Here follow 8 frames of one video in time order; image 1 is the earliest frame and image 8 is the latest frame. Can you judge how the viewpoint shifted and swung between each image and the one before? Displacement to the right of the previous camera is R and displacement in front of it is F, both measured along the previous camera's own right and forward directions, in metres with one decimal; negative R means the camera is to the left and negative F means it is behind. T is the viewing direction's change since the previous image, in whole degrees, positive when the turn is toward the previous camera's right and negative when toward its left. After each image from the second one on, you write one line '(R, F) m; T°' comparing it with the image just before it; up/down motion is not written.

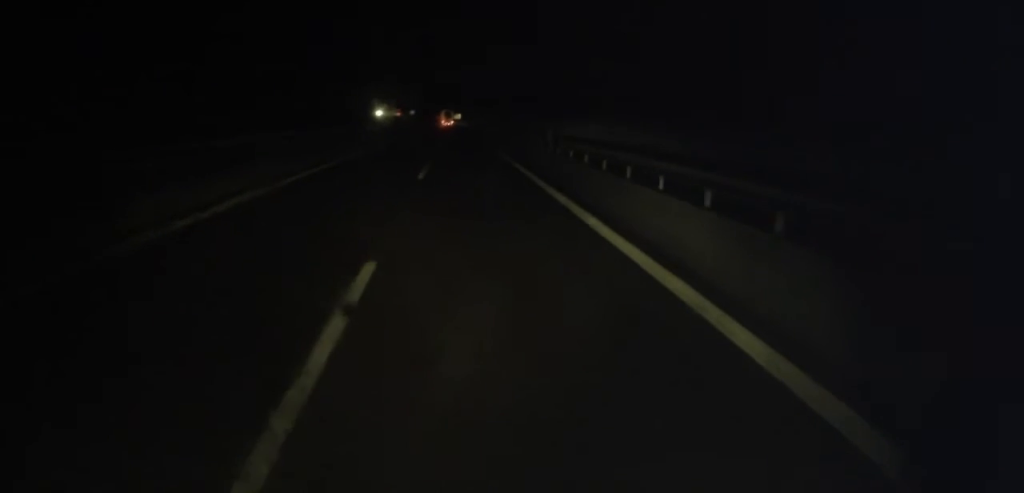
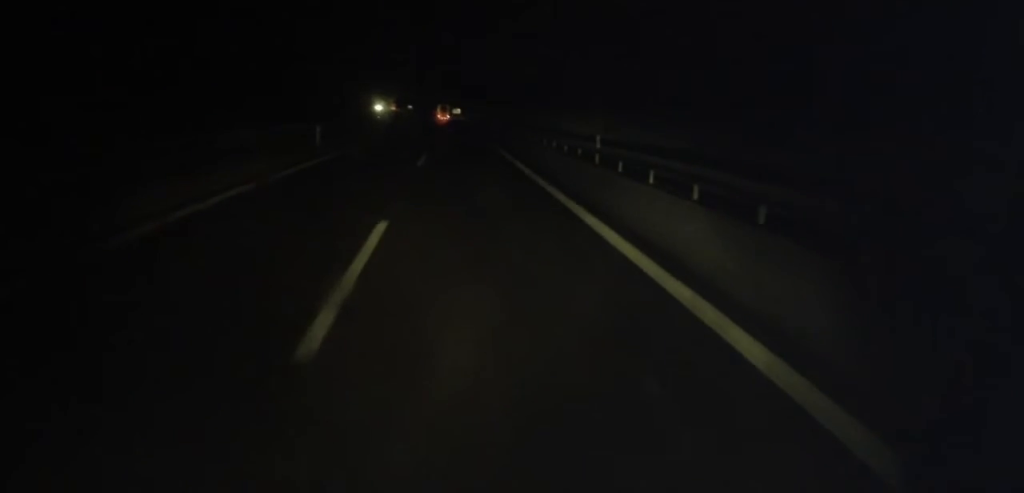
(0.0, +15.5) m; 0°
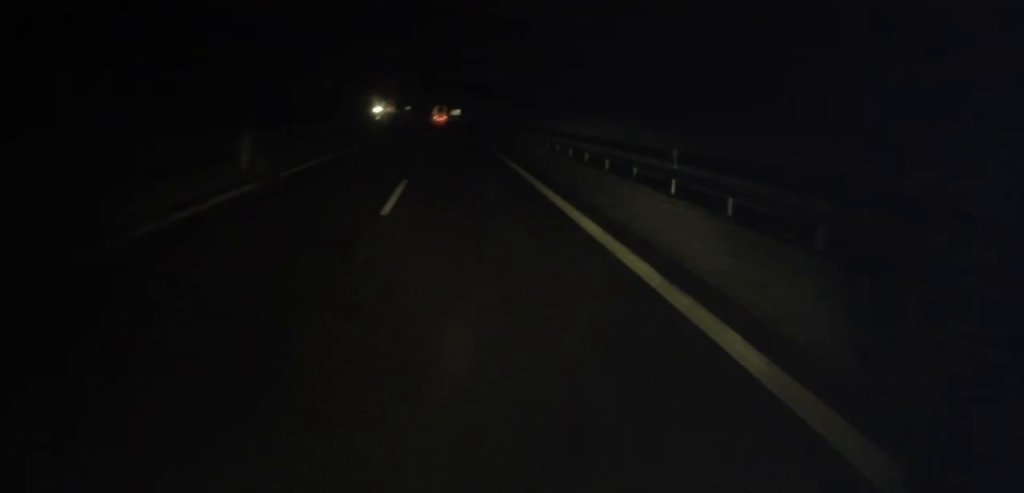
(0.0, +10.7) m; 0°
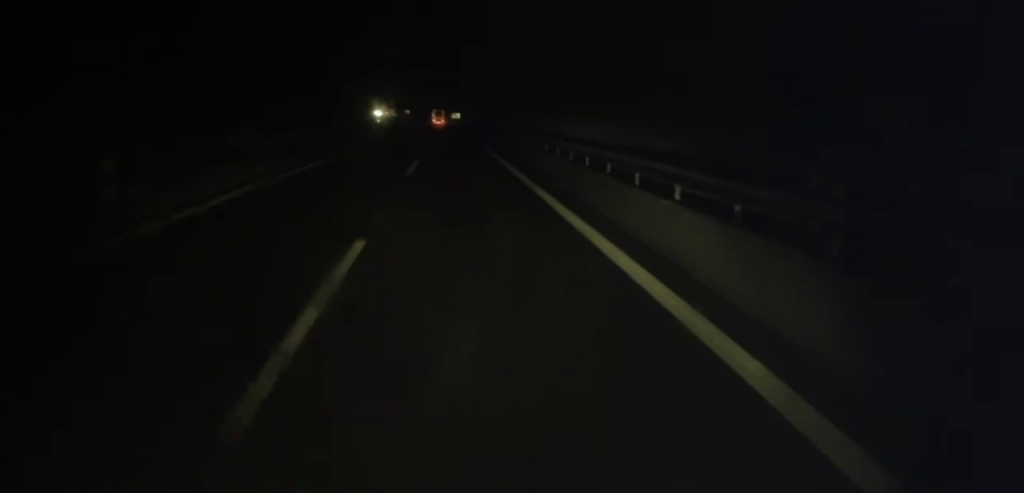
(0.0, +8.6) m; +1°
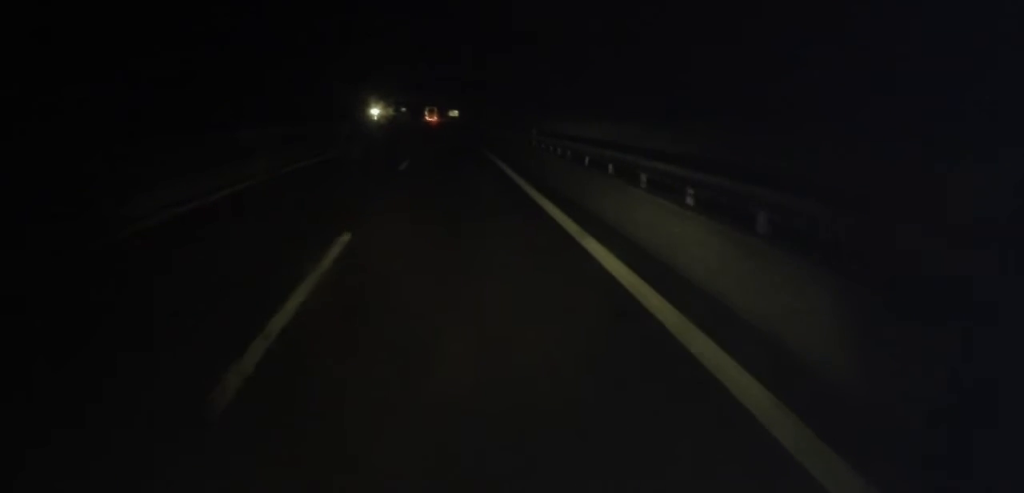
(+0.2, +17.9) m; +1°
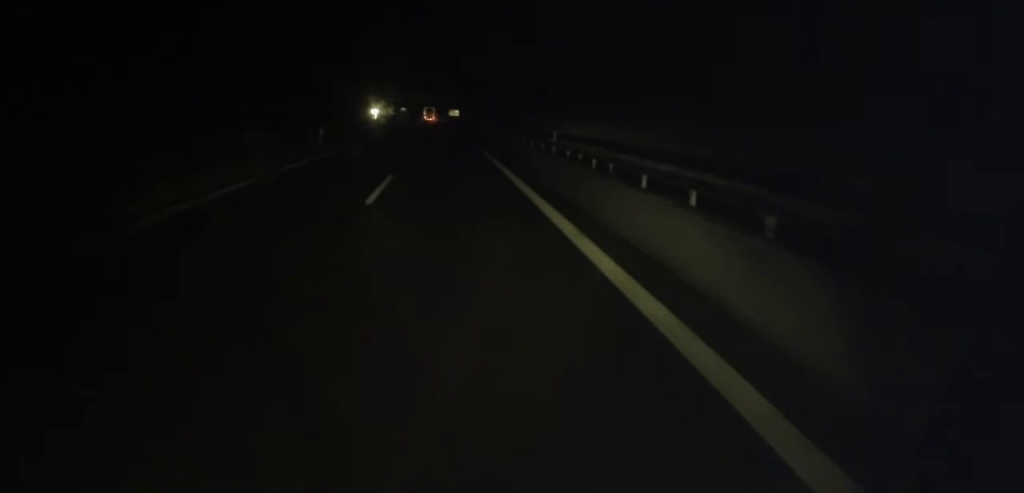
(+0.2, +8.6) m; 0°
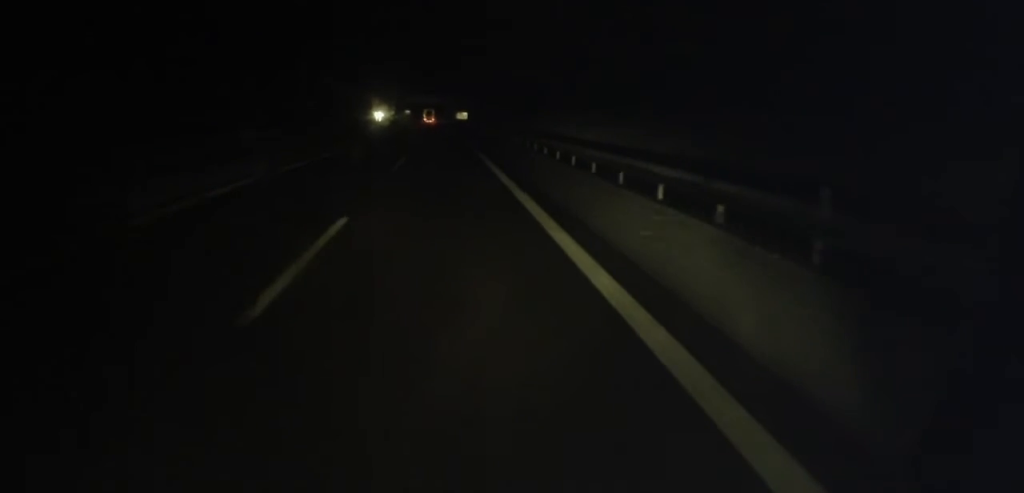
(-0.6, +26.3) m; -2°
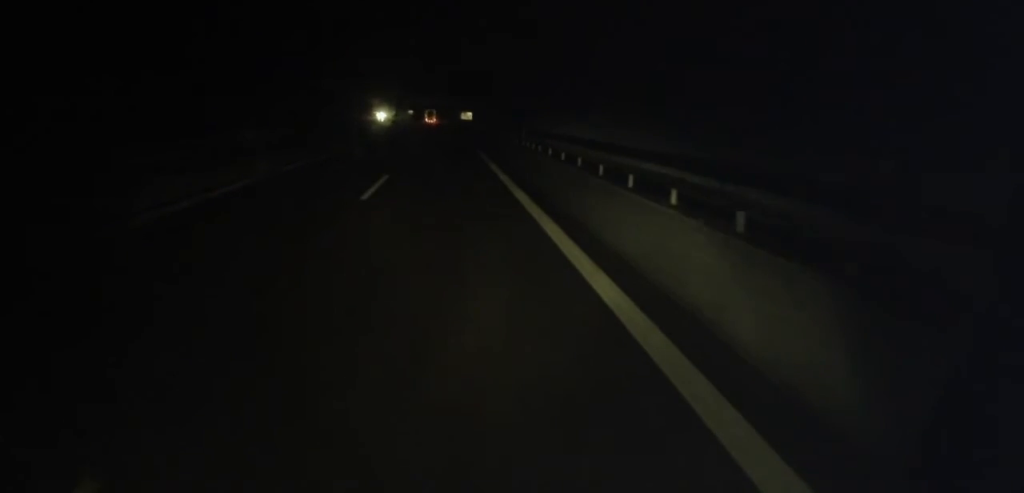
(0.0, +9.2) m; 0°
